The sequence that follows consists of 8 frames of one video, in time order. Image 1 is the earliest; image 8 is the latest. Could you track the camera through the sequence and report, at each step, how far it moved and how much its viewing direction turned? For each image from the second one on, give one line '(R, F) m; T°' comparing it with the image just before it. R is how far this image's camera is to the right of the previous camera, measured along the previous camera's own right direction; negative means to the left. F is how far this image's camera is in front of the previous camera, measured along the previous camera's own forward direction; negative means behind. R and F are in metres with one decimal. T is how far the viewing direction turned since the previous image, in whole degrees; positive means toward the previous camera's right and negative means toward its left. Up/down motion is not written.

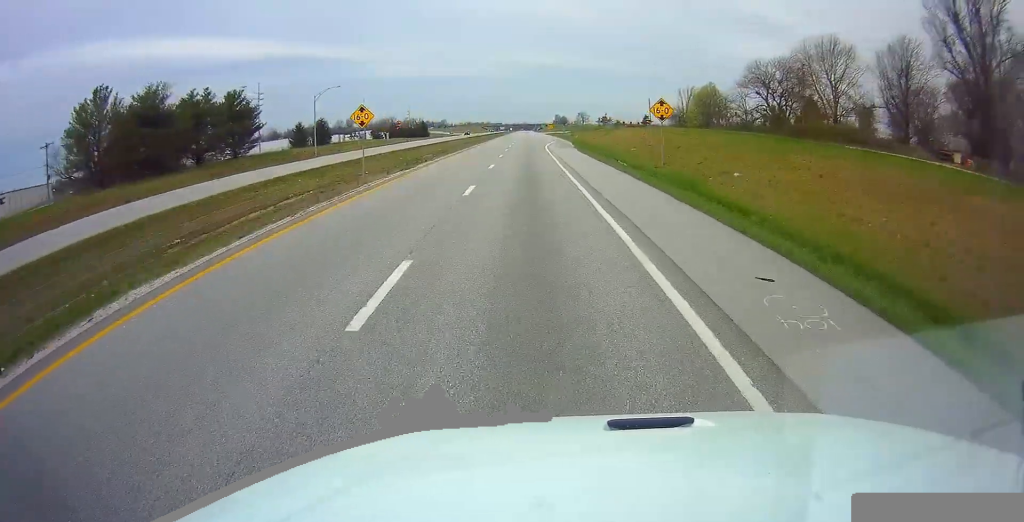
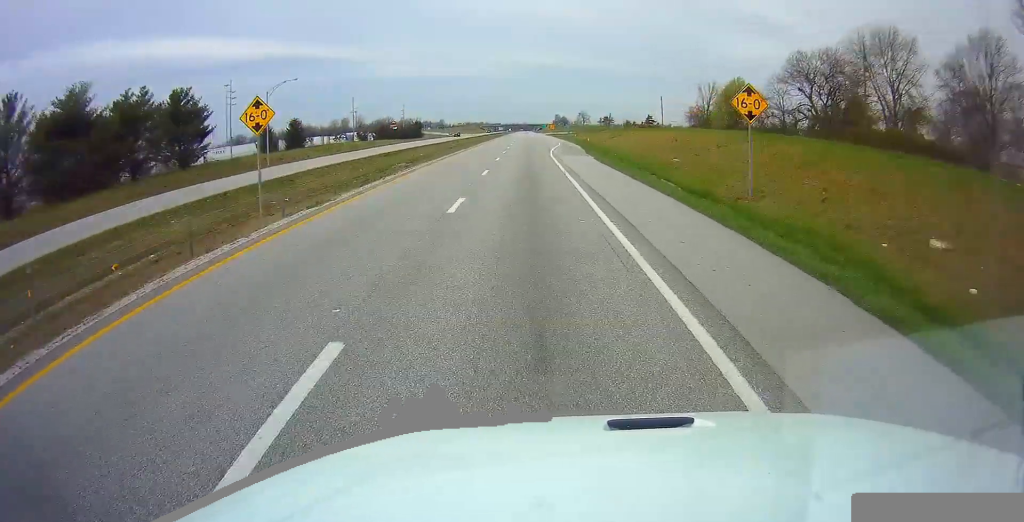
(+0.1, +15.2) m; +1°
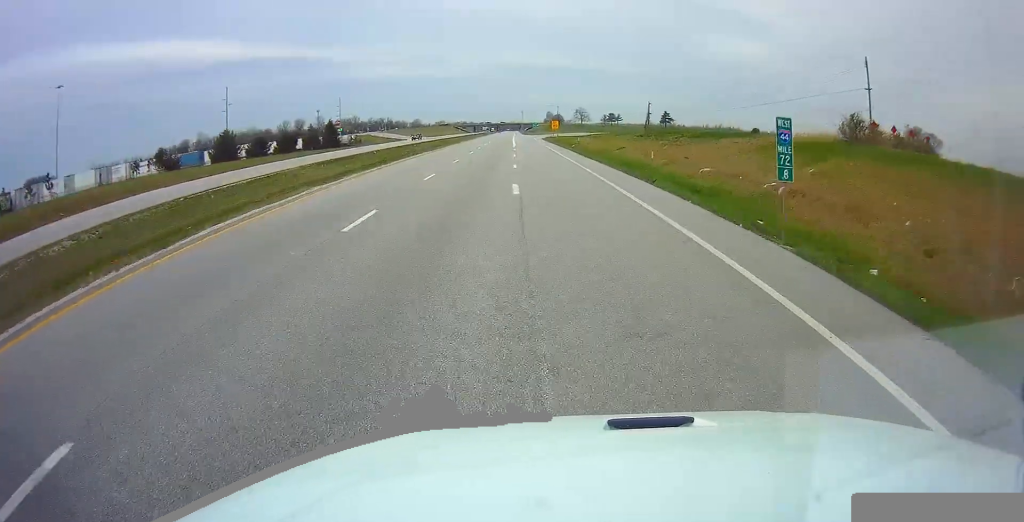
(+1.2, +96.5) m; 0°
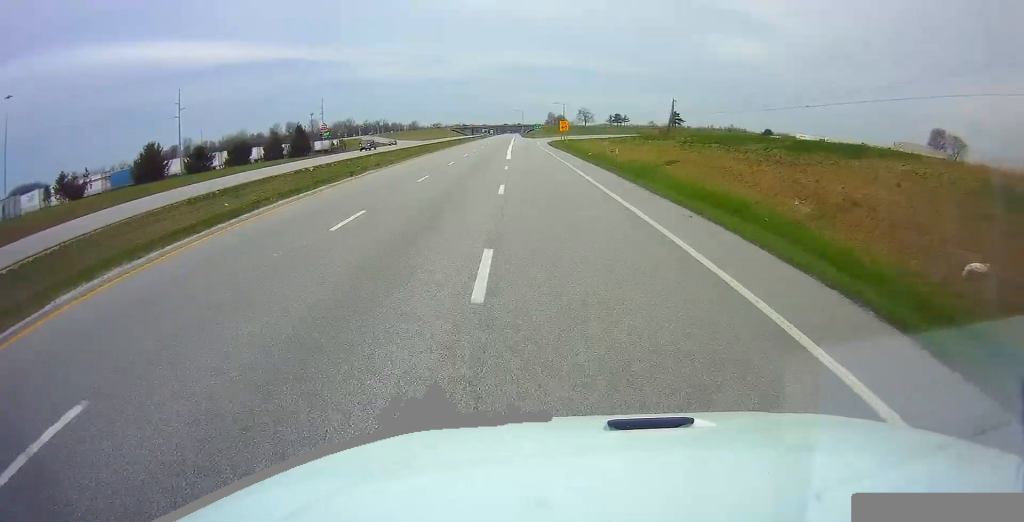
(-0.2, +22.7) m; 0°
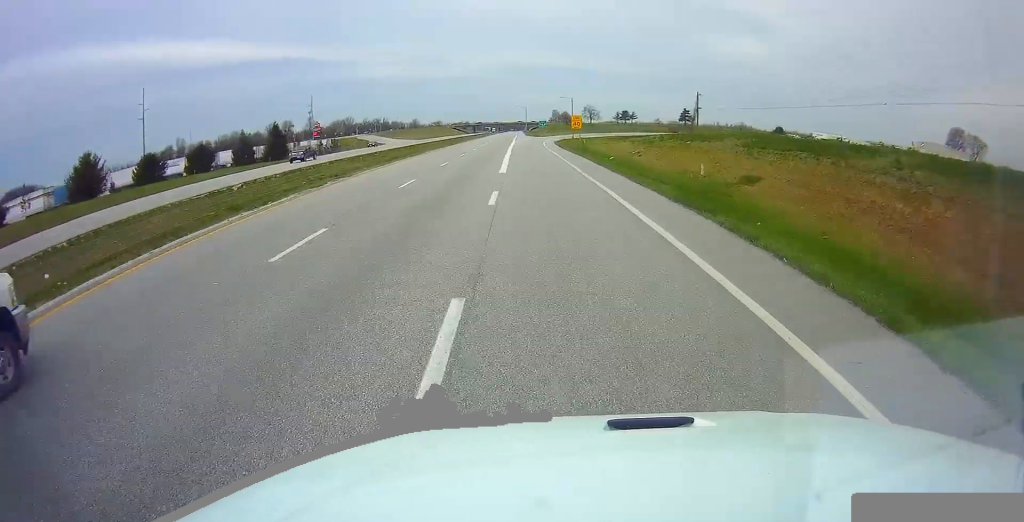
(+0.1, +14.6) m; 0°
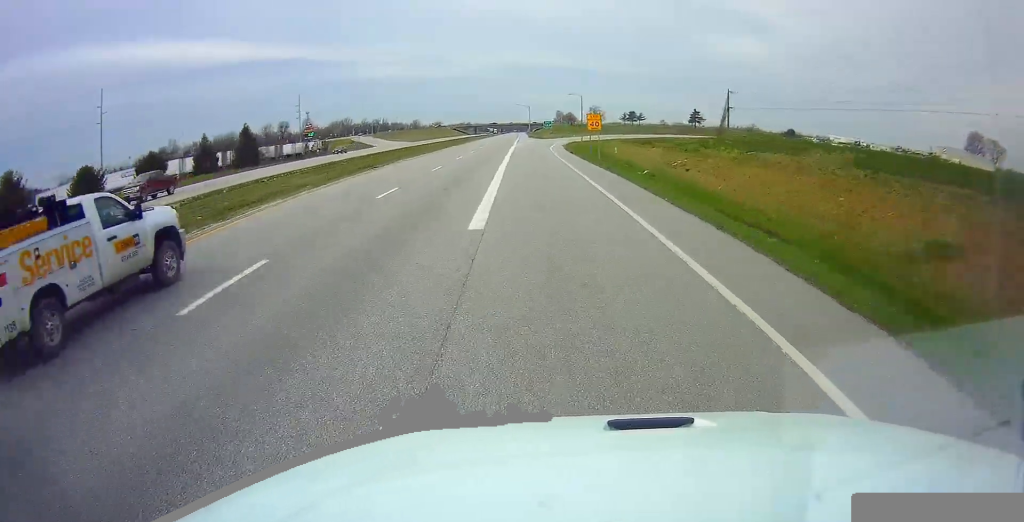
(+0.1, +14.5) m; 0°
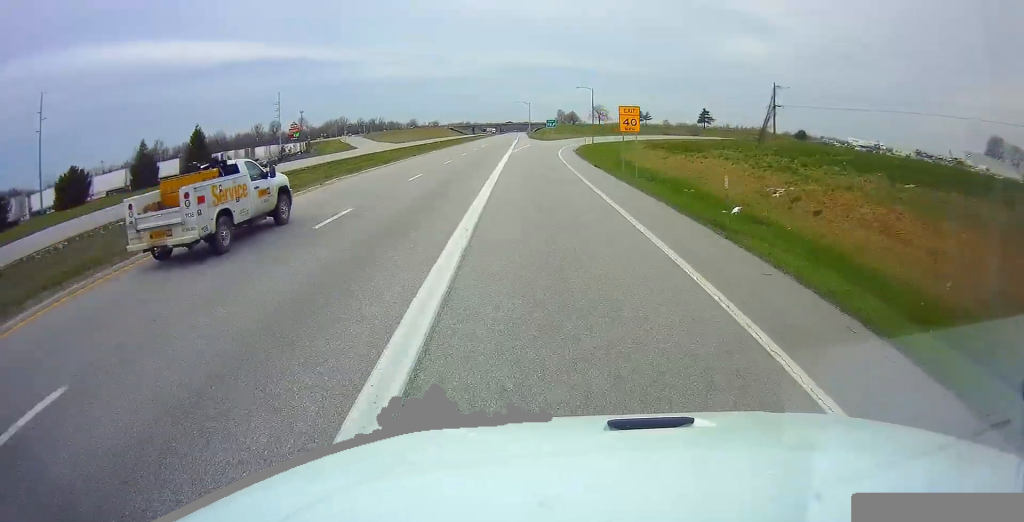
(0.0, +16.4) m; +1°
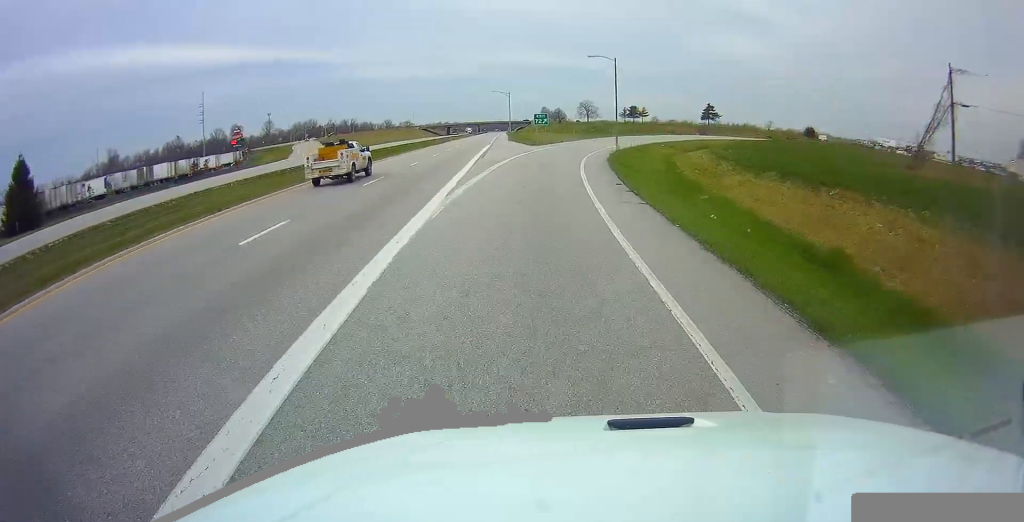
(+1.2, +36.1) m; +6°
